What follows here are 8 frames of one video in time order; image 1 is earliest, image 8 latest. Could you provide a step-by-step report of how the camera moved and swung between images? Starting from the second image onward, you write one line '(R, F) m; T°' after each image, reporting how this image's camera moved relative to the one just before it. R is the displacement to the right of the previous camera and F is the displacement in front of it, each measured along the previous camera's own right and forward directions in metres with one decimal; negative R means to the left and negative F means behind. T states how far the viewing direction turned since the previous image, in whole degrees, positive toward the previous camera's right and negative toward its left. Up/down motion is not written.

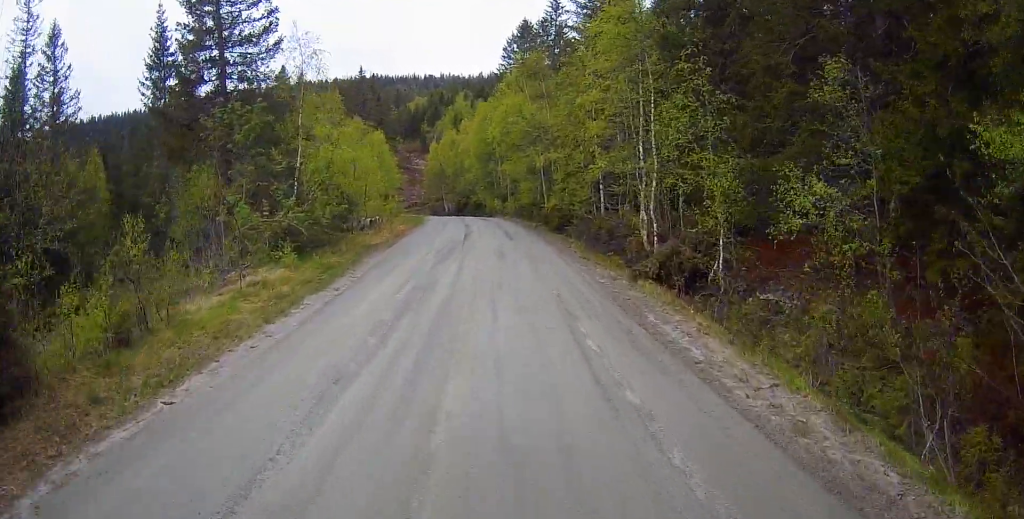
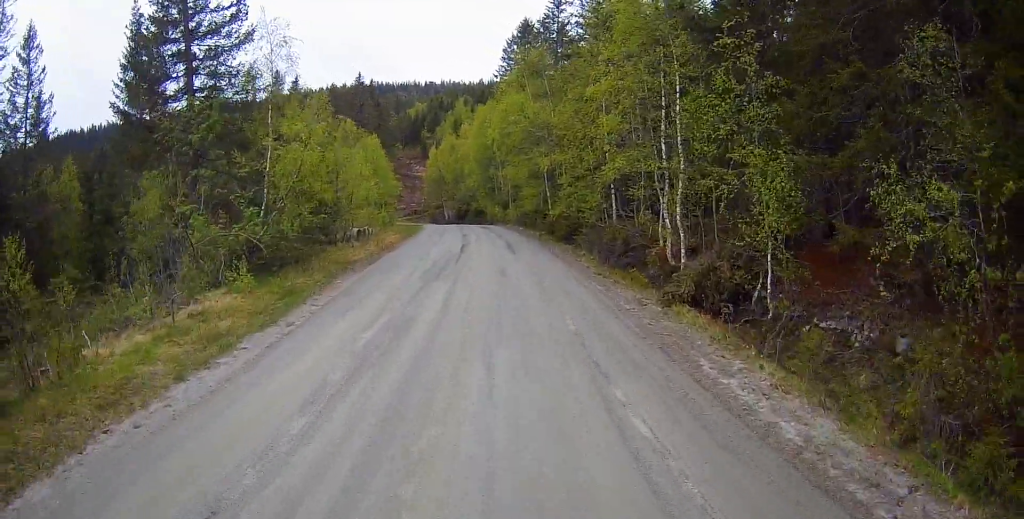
(-0.2, +2.7) m; 0°
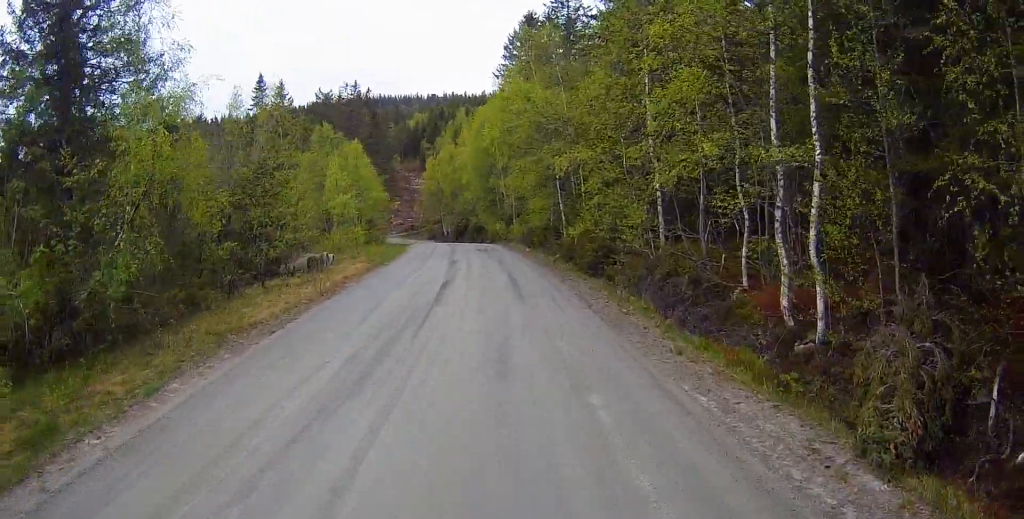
(+0.1, +7.4) m; 0°
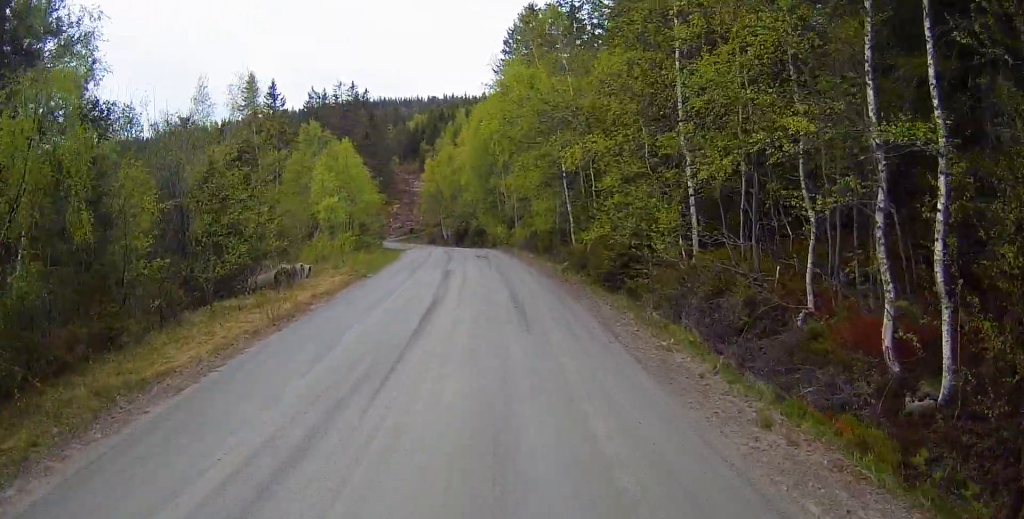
(+0.1, +3.2) m; -1°
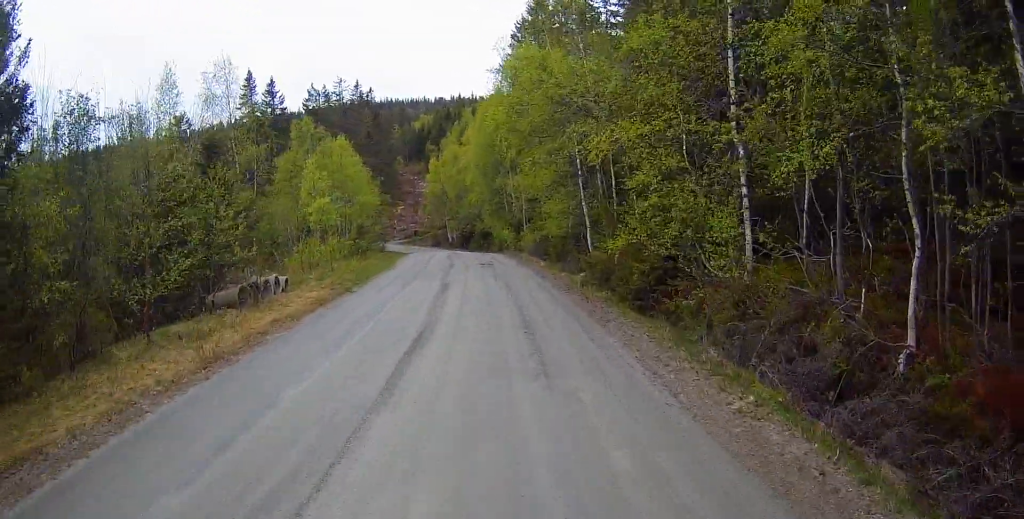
(-0.2, +3.0) m; -2°
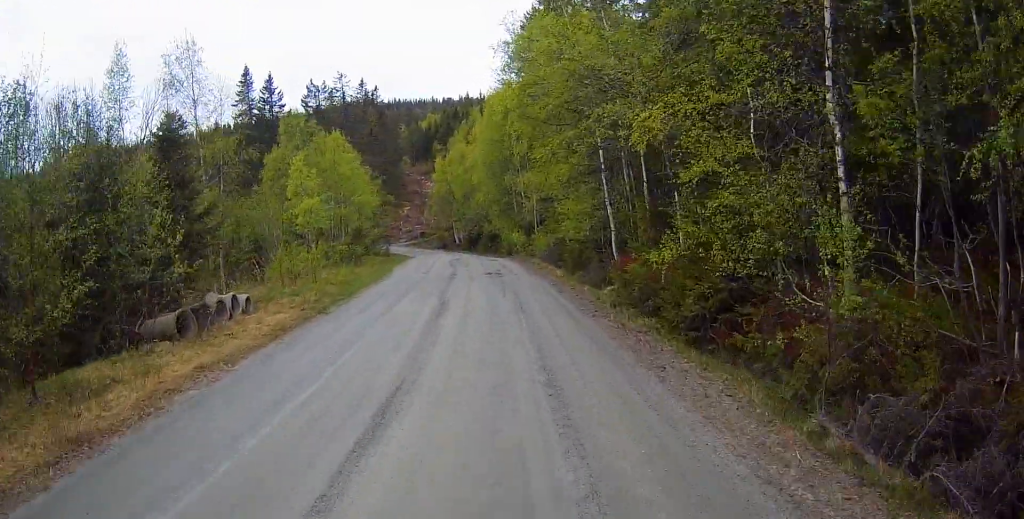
(-0.1, +3.6) m; -2°
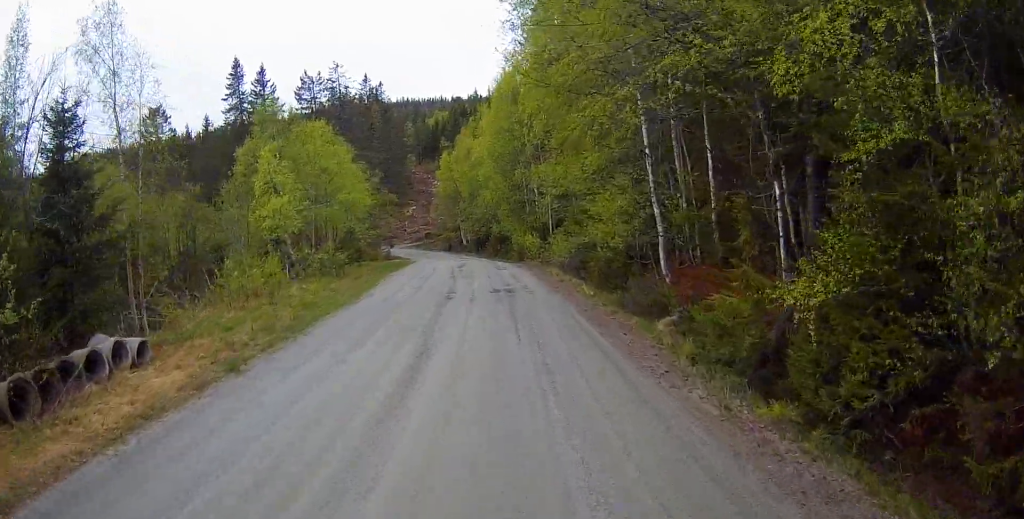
(0.0, +5.1) m; 0°
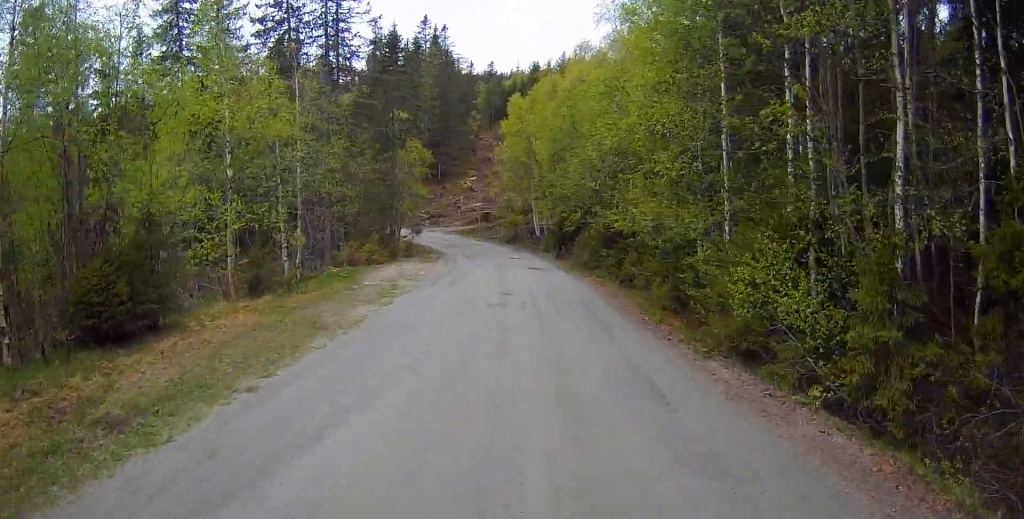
(+0.1, +25.6) m; 0°
